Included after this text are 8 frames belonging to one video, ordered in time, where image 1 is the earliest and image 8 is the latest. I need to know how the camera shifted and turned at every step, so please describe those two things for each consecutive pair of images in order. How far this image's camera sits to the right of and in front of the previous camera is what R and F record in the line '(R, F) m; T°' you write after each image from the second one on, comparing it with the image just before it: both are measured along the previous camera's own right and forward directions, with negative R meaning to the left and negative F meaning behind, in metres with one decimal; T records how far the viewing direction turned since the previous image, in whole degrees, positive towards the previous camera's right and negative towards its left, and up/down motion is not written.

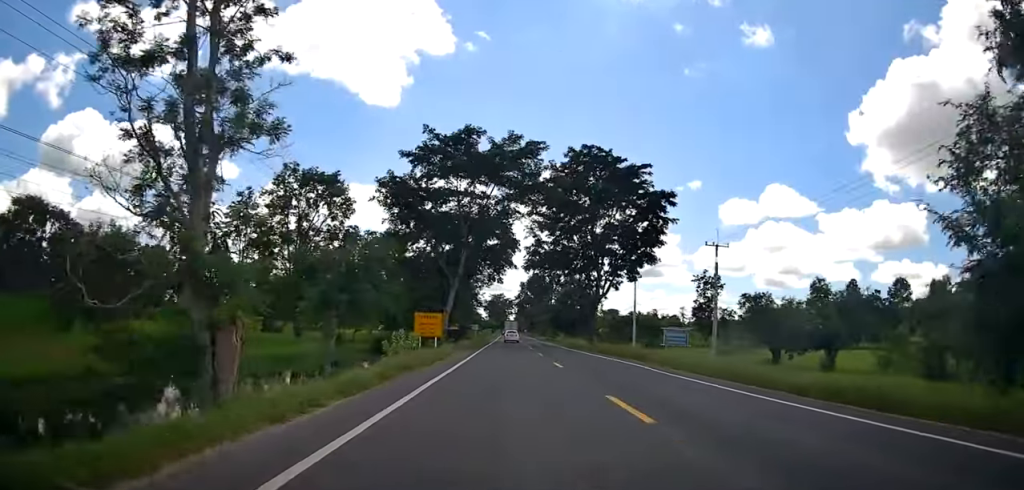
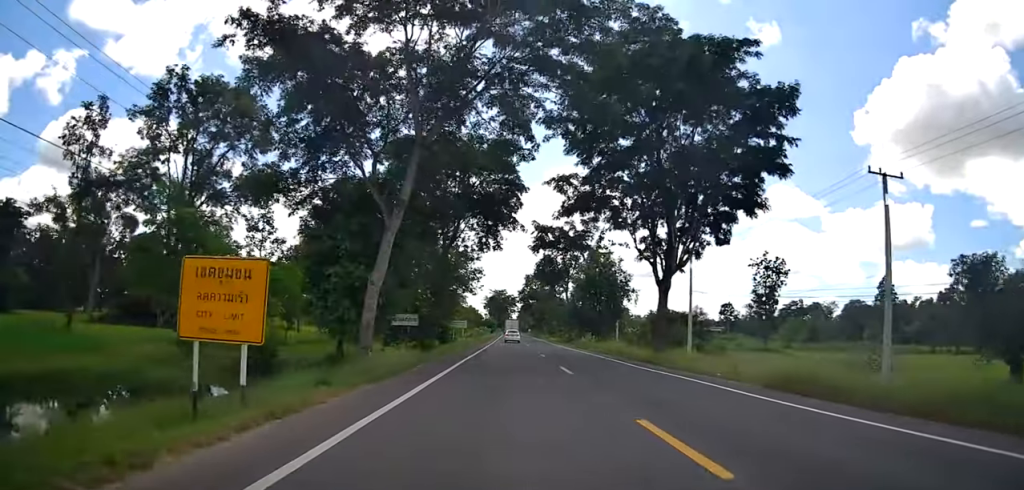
(-0.6, +26.8) m; 0°
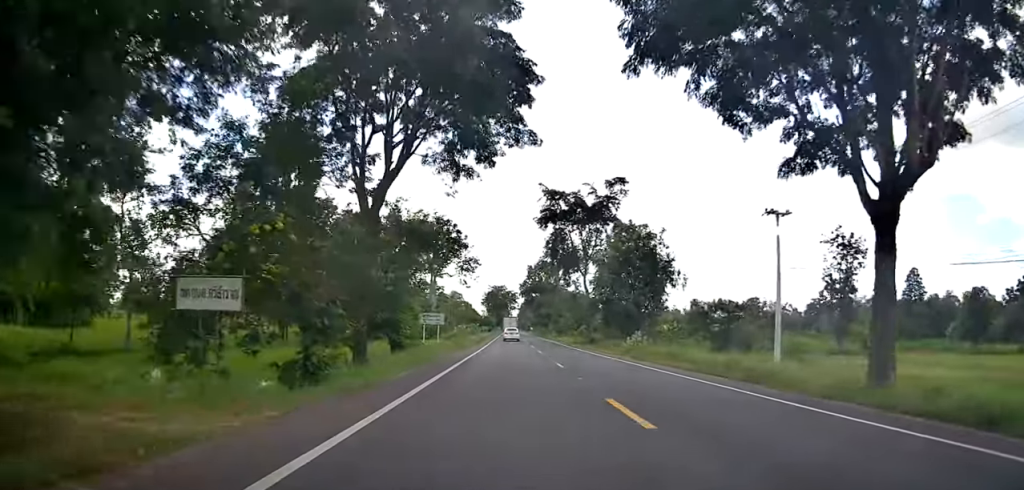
(+0.7, +21.6) m; 0°
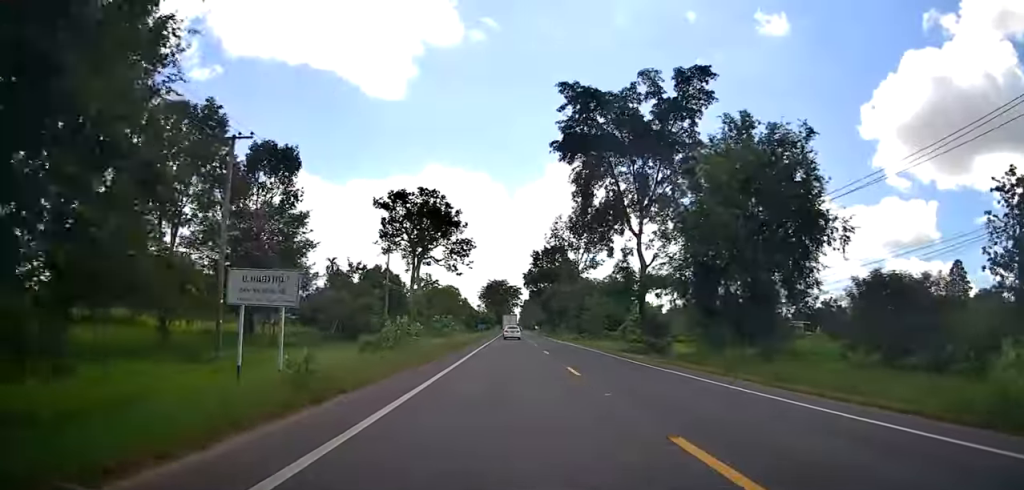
(-0.3, +28.0) m; 0°
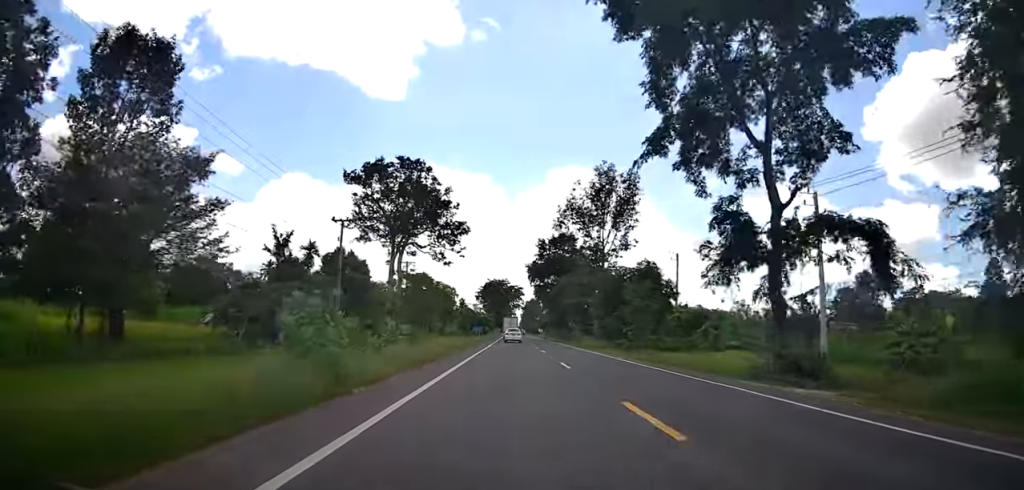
(0.0, +20.7) m; -1°
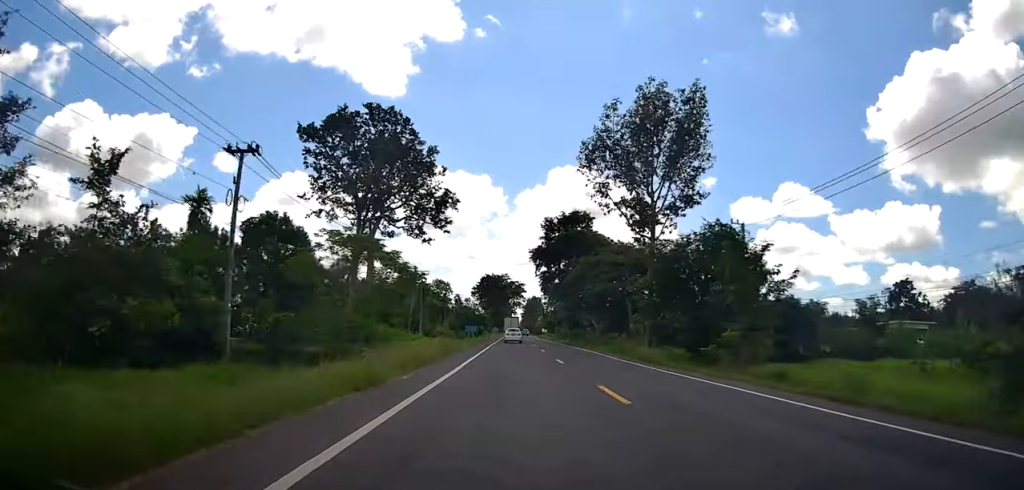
(-0.4, +20.7) m; 0°
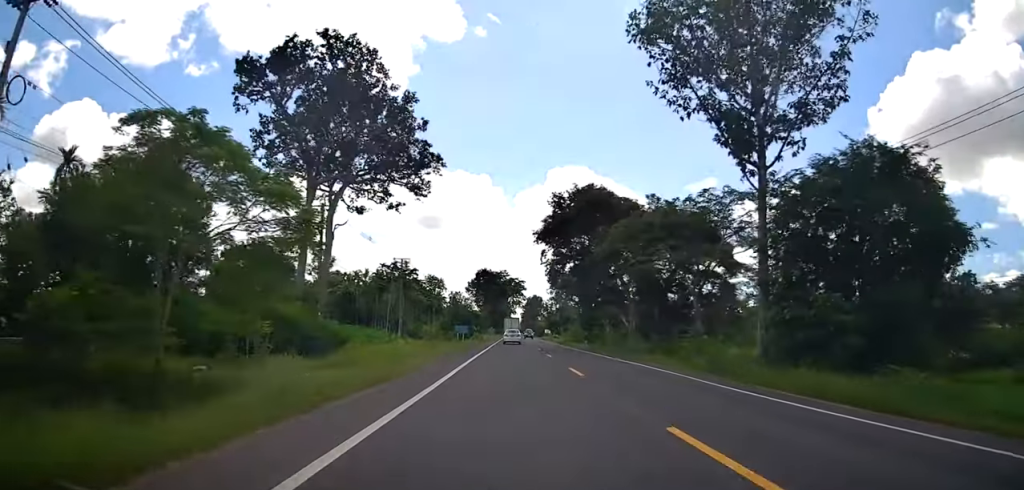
(+0.3, +17.6) m; +1°
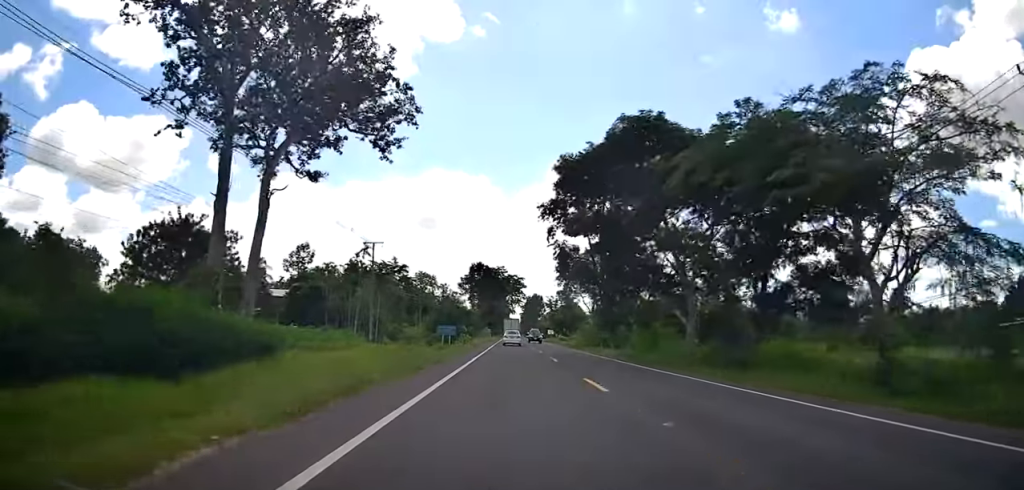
(+0.3, +16.5) m; 0°
